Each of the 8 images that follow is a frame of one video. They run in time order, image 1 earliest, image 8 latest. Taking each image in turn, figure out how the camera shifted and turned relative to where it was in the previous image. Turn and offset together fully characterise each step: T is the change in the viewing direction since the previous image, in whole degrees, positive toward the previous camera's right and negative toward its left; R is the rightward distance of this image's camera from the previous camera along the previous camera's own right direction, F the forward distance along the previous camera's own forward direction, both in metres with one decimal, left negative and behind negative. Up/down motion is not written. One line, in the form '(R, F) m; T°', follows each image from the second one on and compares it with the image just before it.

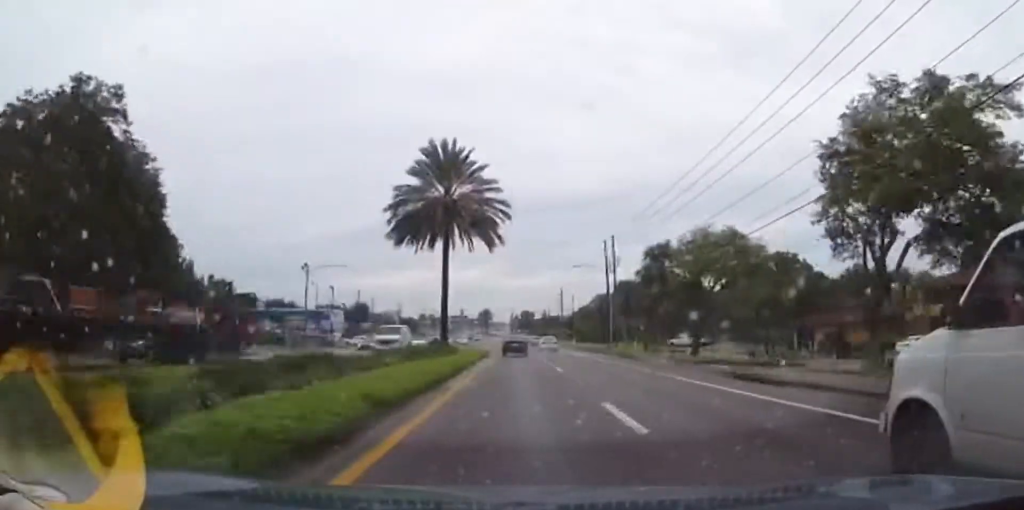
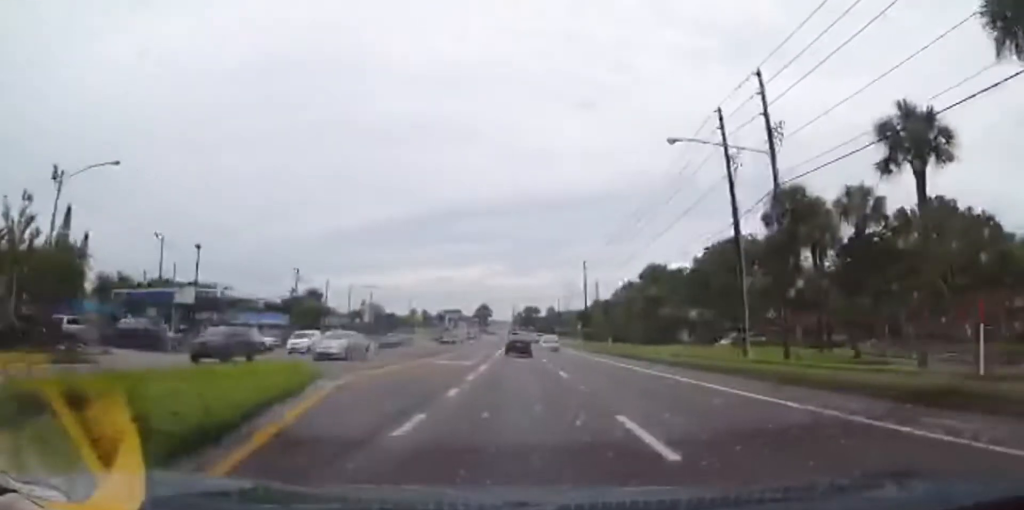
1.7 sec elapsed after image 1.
(+0.4, +37.3) m; +1°
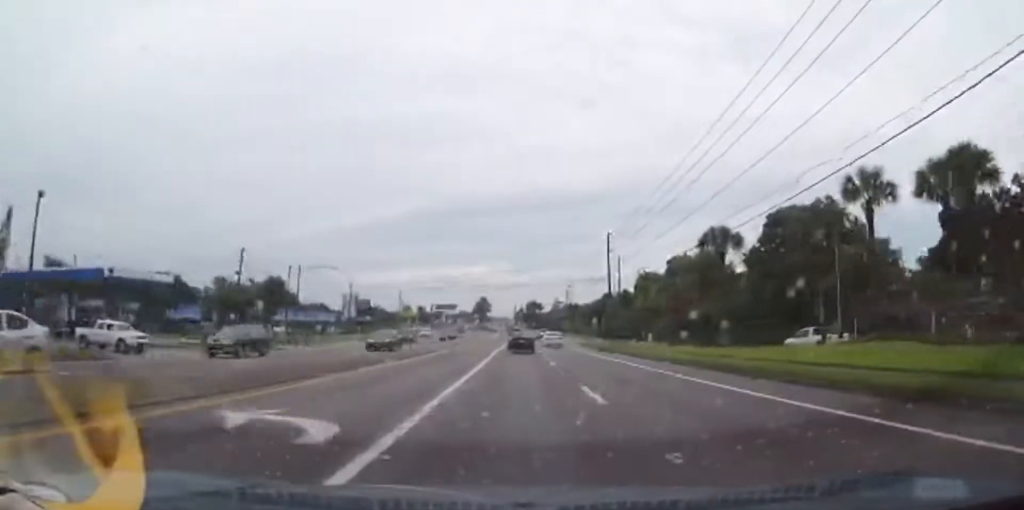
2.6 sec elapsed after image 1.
(-0.1, +19.7) m; -1°
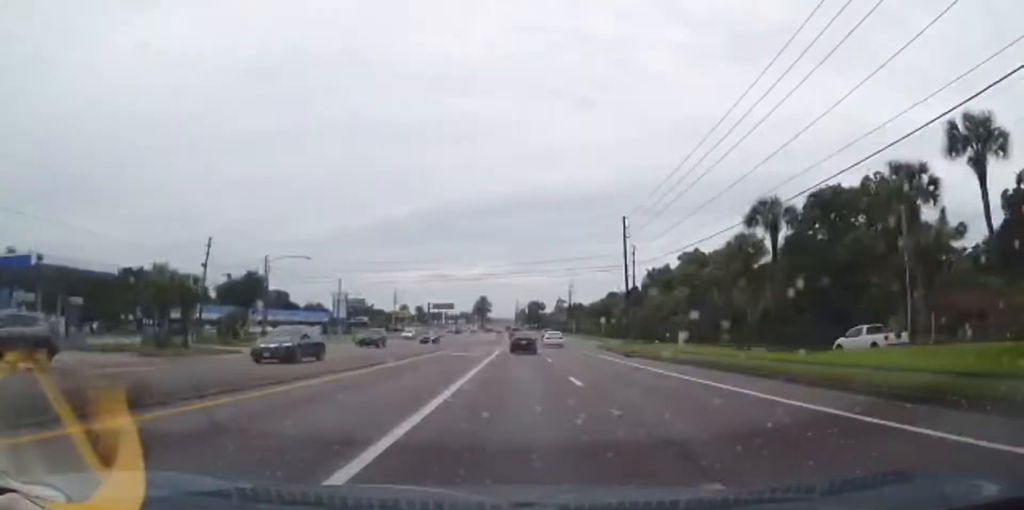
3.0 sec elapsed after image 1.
(-0.1, +8.8) m; -1°
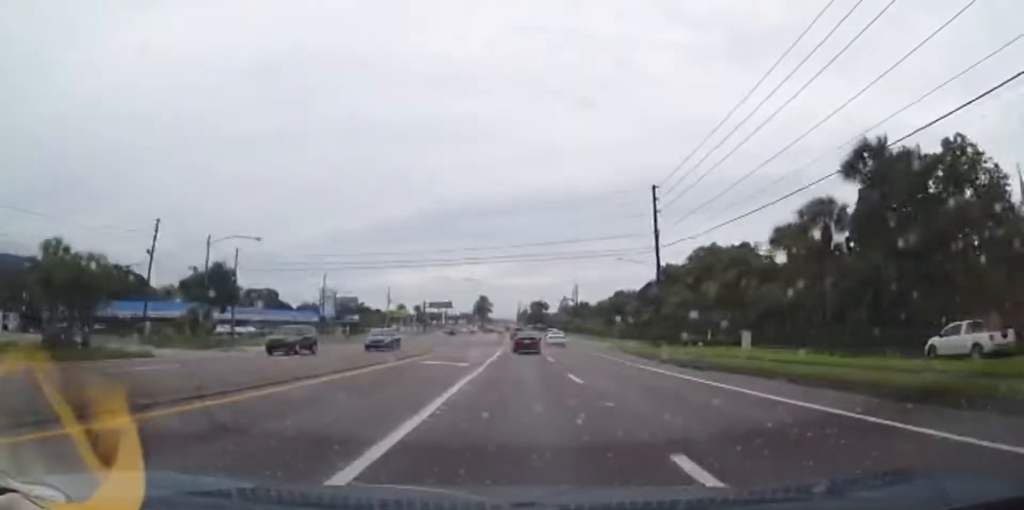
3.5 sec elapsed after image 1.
(0.0, +11.1) m; 0°
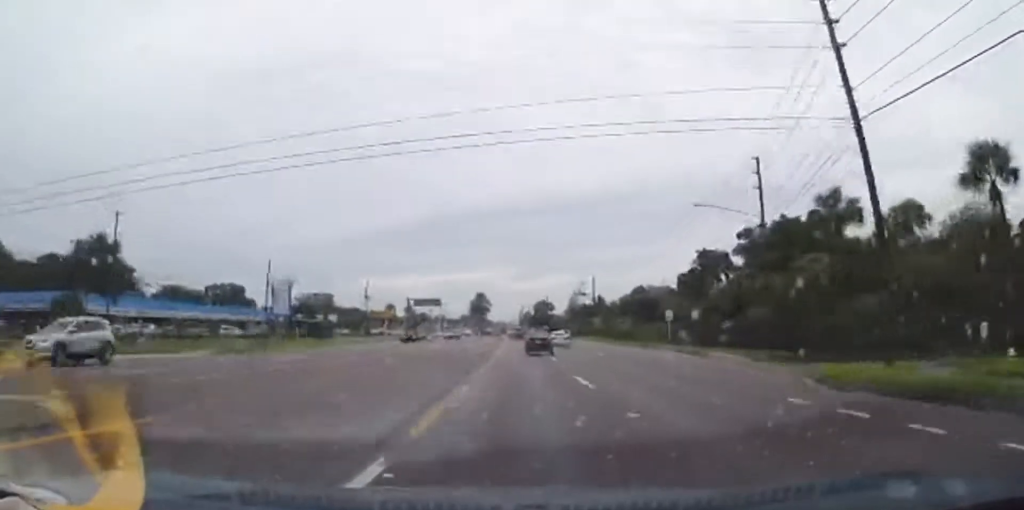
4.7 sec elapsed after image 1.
(0.0, +26.8) m; 0°
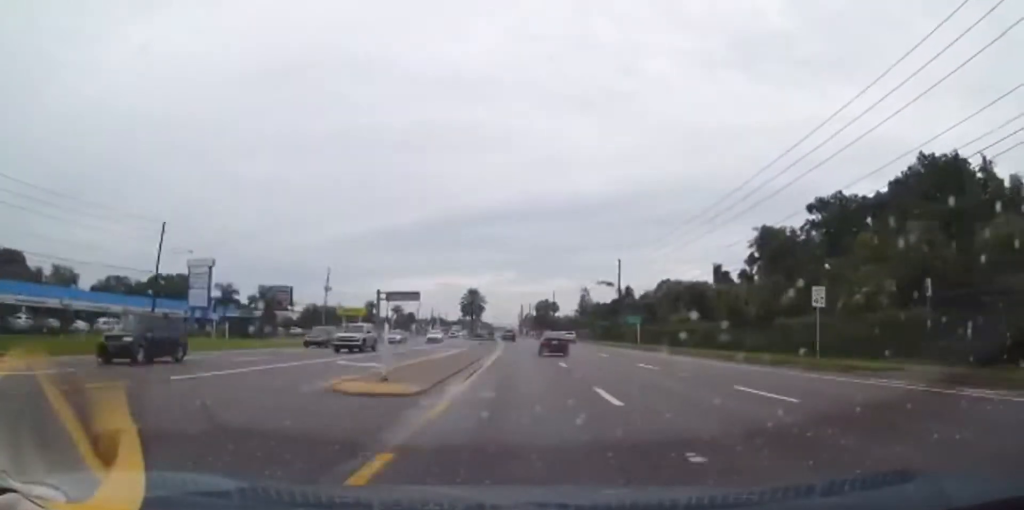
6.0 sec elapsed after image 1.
(0.0, +27.6) m; 0°
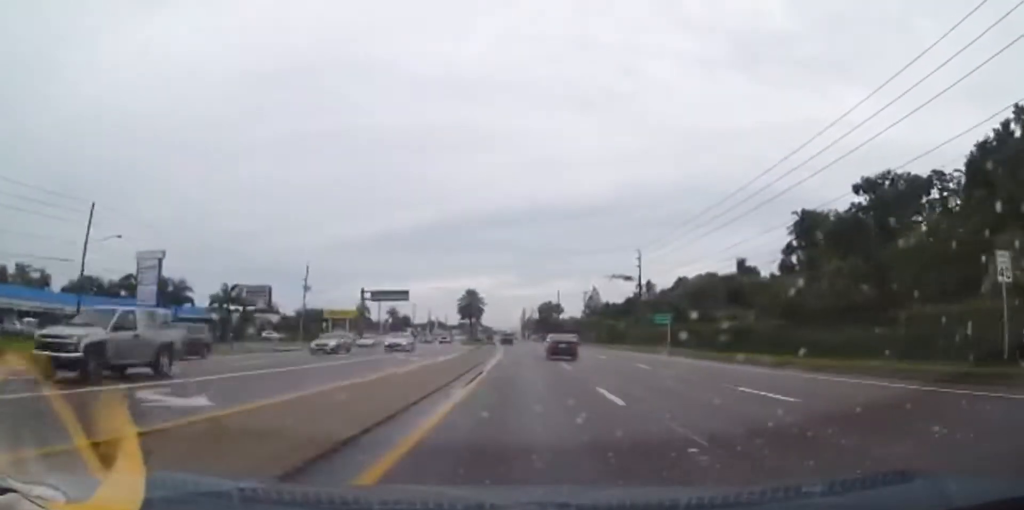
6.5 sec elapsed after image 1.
(0.0, +12.0) m; 0°
